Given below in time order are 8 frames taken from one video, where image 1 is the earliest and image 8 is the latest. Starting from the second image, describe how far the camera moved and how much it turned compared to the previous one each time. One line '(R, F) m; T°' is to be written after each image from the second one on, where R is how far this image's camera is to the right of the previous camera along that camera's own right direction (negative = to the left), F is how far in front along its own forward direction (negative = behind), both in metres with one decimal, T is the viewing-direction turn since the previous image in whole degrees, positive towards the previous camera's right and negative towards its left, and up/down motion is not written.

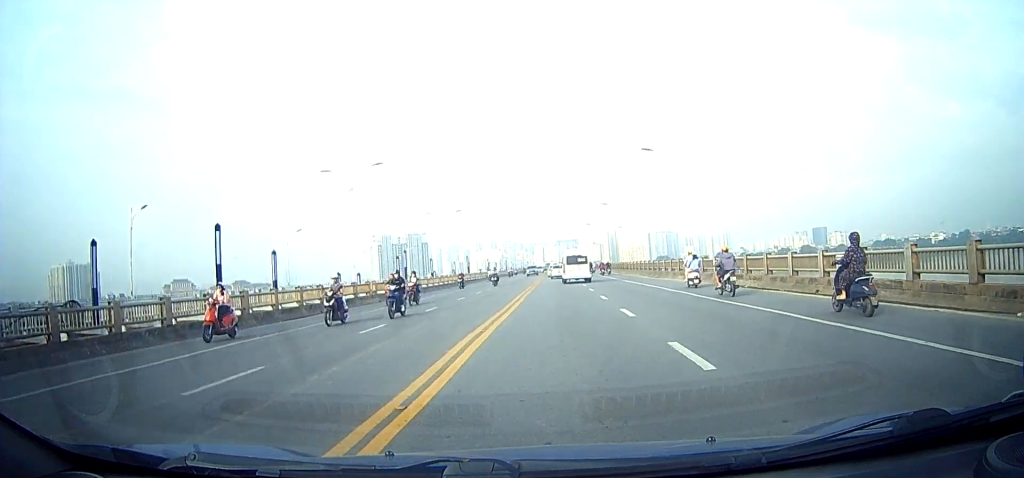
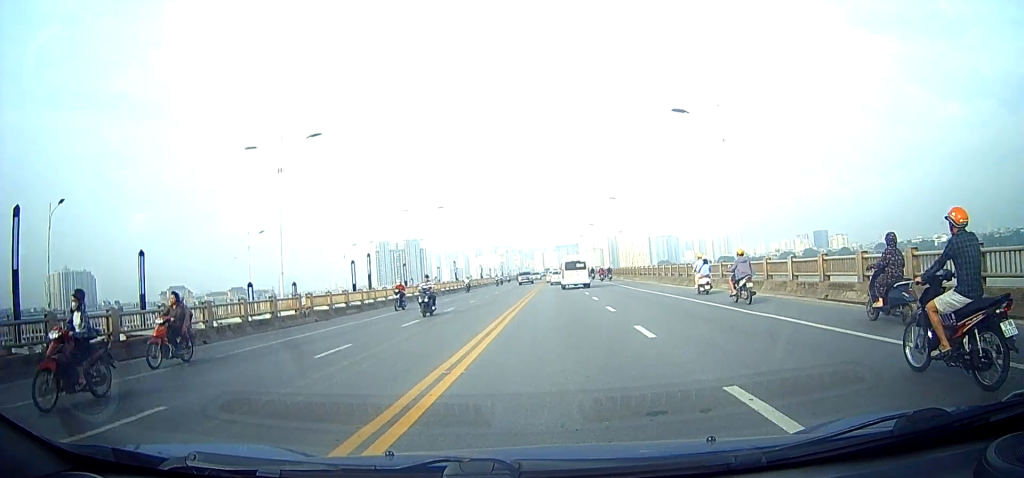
(-0.2, +9.7) m; 0°
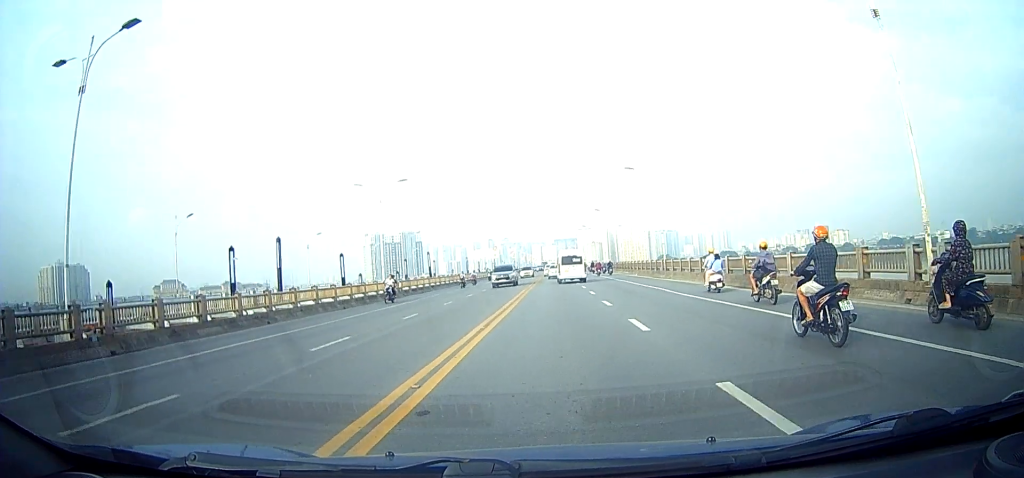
(+0.2, +11.8) m; +3°
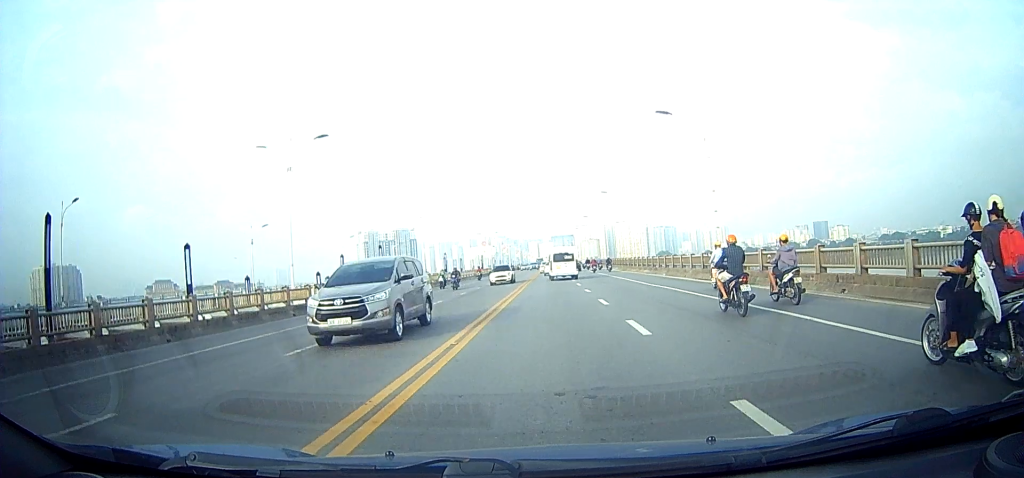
(+0.4, +12.6) m; +1°
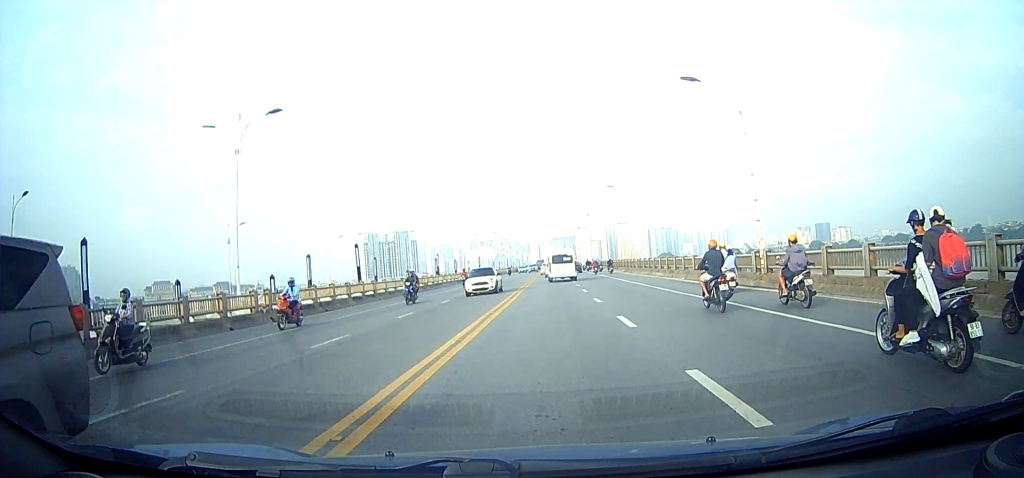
(0.0, +5.3) m; 0°
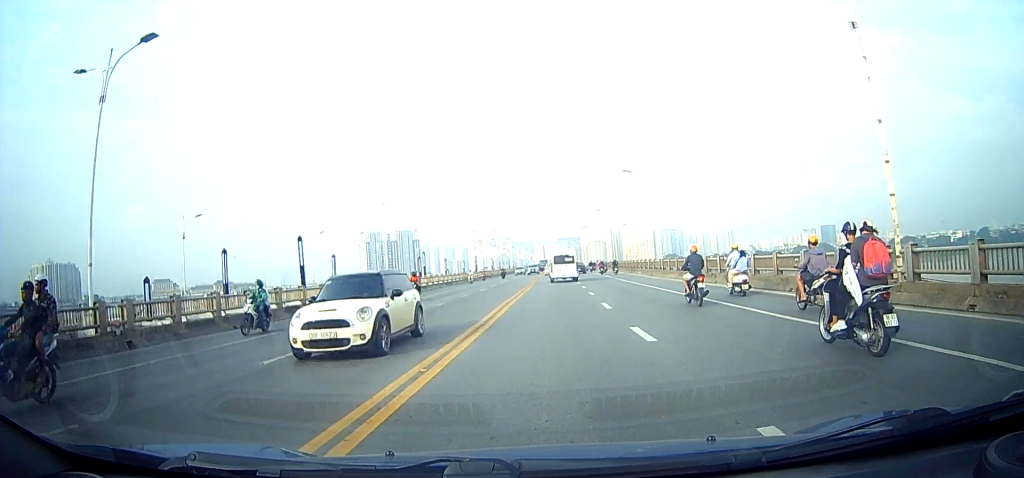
(0.0, +9.4) m; -1°
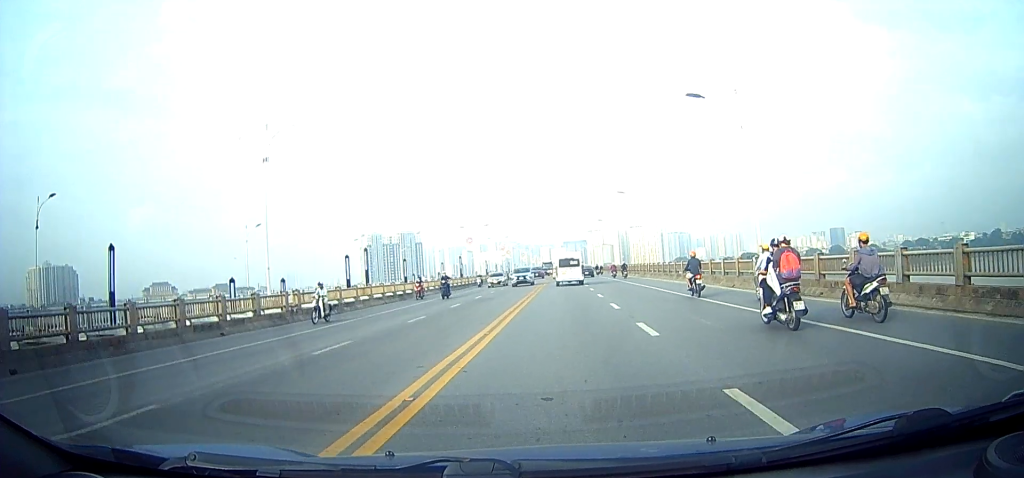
(-0.3, +20.9) m; -1°
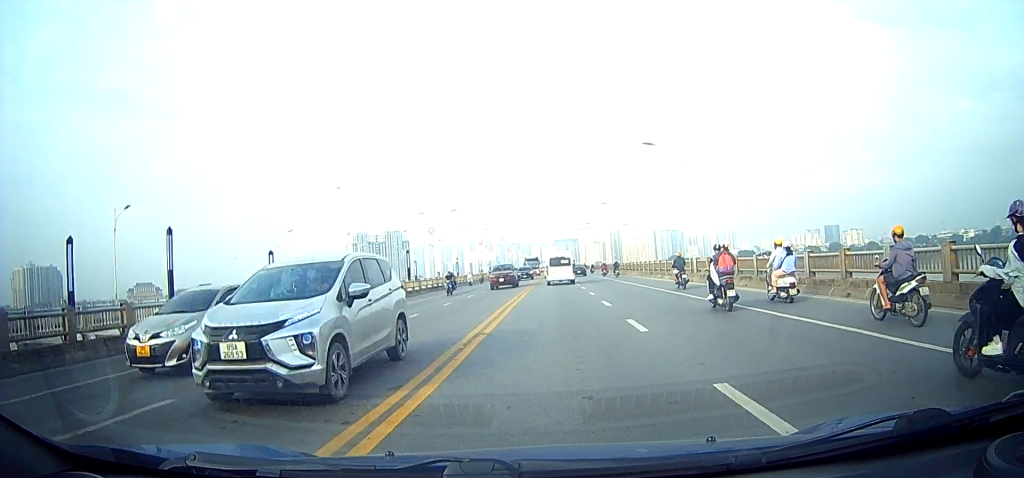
(0.0, +21.2) m; 0°
